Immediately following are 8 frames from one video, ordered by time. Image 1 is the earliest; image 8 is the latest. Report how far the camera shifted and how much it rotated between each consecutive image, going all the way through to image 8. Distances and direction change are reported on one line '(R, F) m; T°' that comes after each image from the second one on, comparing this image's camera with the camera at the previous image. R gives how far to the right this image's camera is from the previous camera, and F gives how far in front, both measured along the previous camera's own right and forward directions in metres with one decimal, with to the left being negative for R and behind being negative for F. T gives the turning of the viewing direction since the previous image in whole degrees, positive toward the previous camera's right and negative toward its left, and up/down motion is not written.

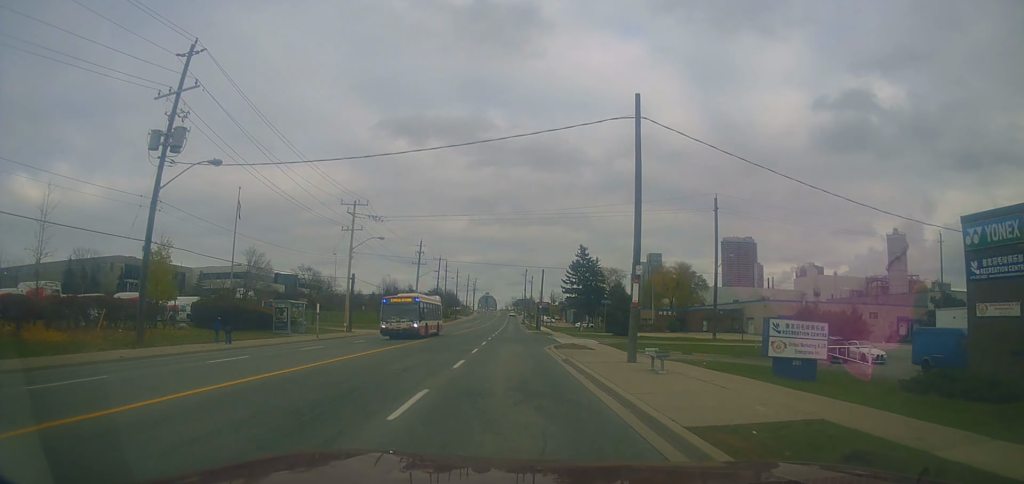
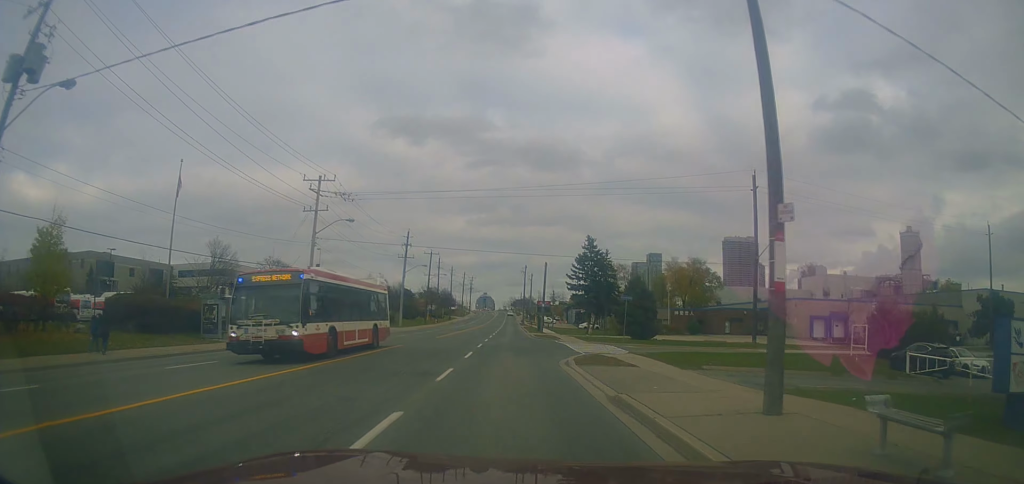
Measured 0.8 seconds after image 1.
(+0.2, +10.8) m; -1°
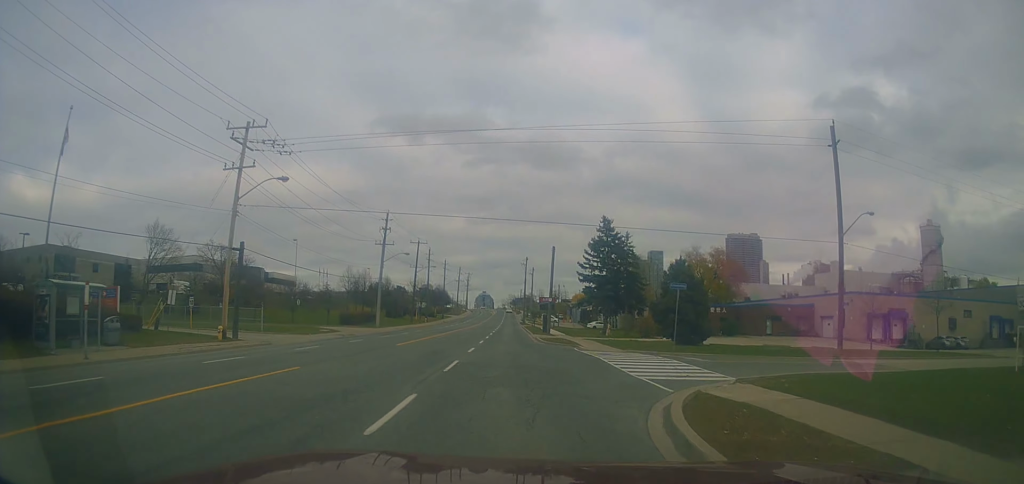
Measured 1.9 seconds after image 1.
(-0.6, +14.3) m; 0°
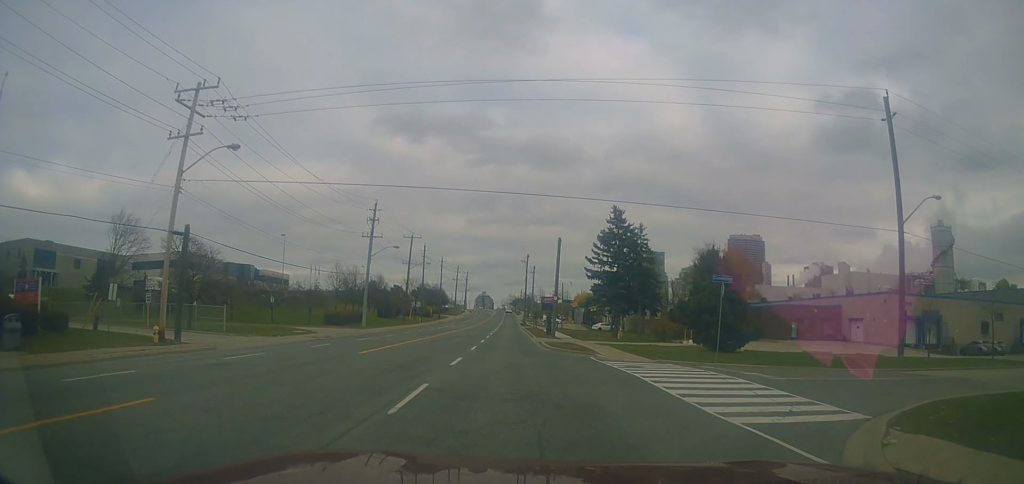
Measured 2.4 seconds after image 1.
(+0.3, +6.6) m; +1°
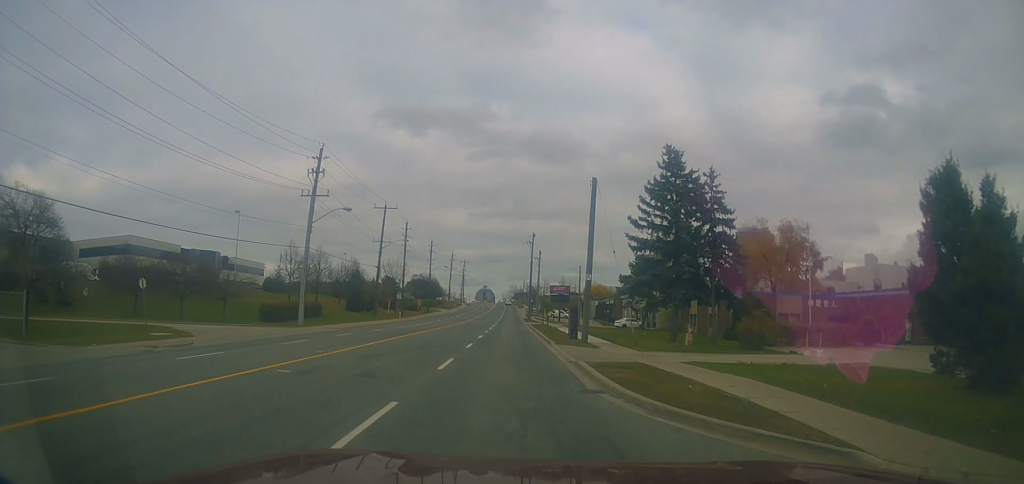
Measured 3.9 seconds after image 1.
(+0.4, +20.3) m; +1°
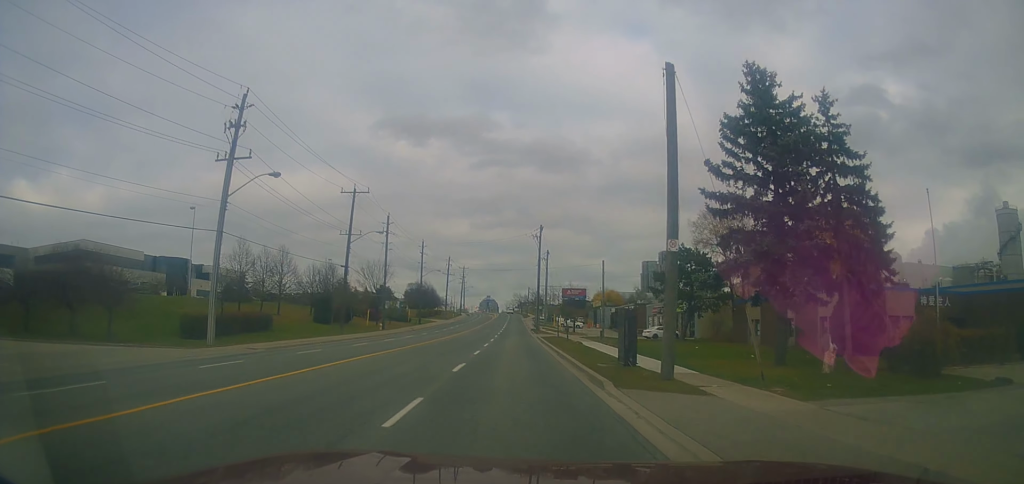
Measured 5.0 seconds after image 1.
(-0.2, +15.0) m; -3°
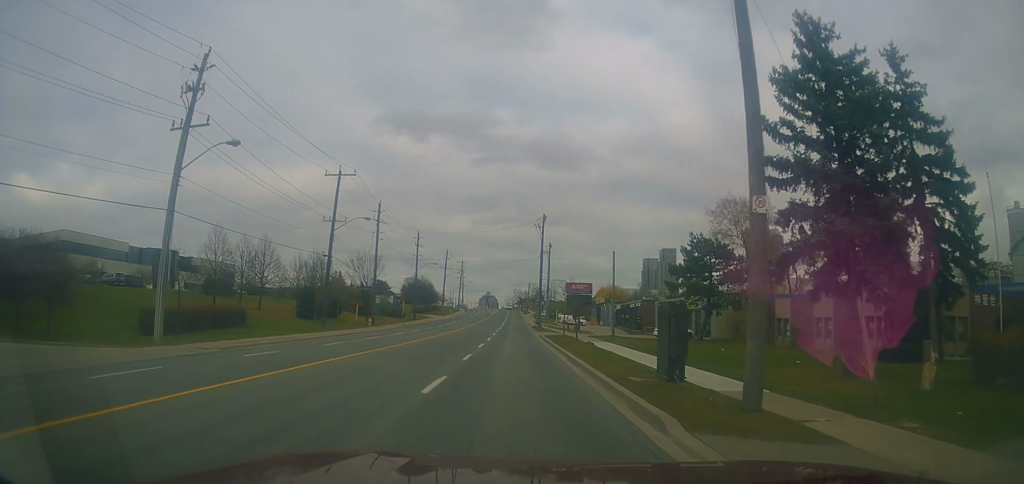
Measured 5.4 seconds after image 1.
(-0.2, +5.3) m; -1°
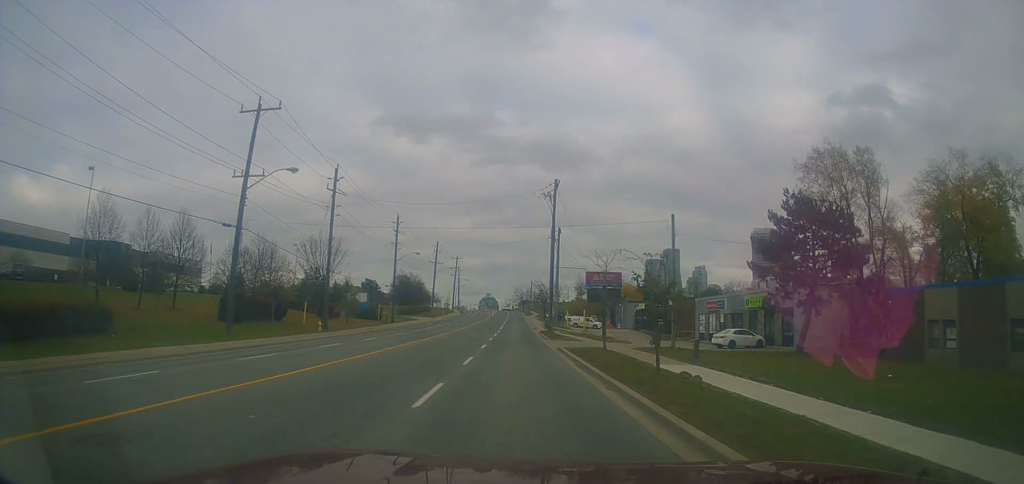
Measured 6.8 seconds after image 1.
(-0.2, +17.6) m; +1°
